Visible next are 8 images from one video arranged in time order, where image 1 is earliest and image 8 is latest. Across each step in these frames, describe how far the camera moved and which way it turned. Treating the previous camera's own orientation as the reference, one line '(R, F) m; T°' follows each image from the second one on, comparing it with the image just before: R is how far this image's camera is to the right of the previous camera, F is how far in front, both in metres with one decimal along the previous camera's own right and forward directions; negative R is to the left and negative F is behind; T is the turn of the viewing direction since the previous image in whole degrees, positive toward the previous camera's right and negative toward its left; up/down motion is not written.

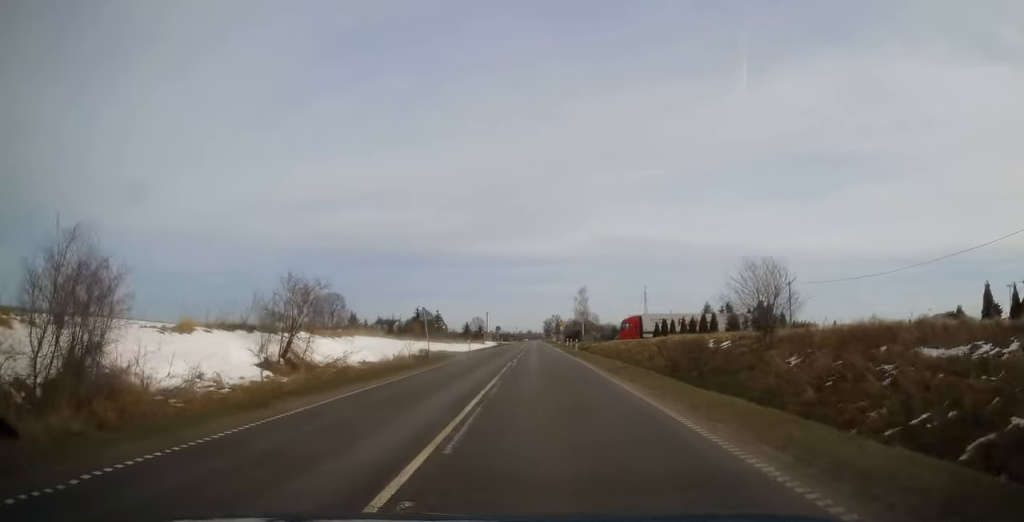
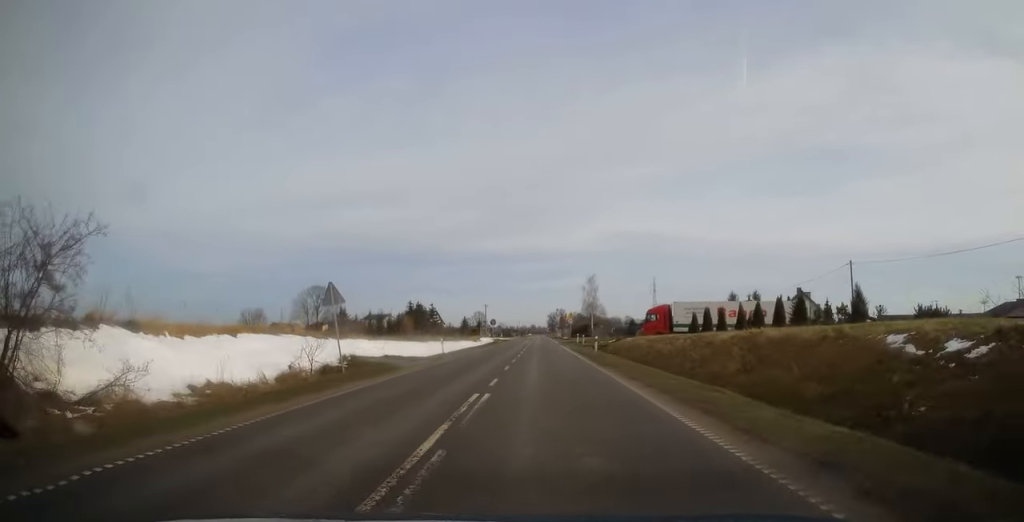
(+0.2, +15.7) m; 0°
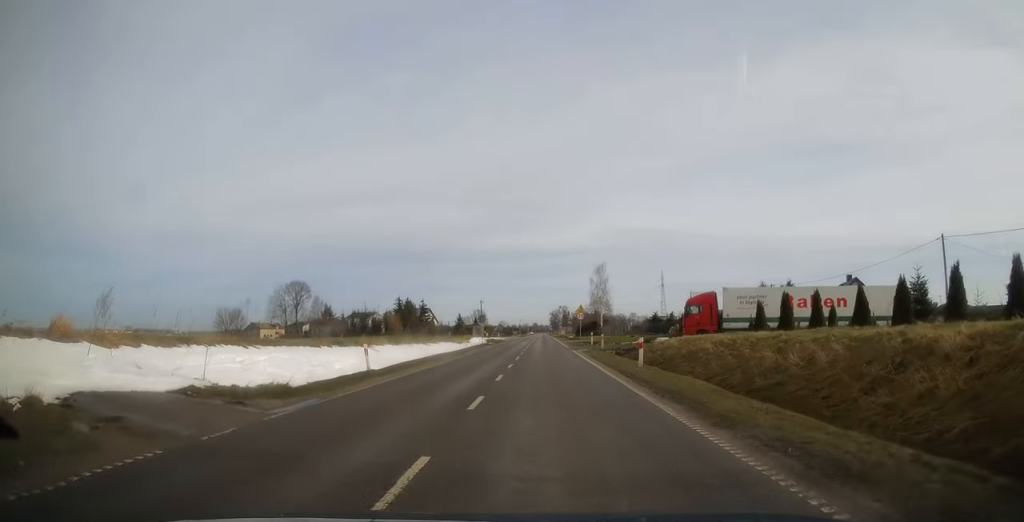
(-0.1, +16.3) m; 0°
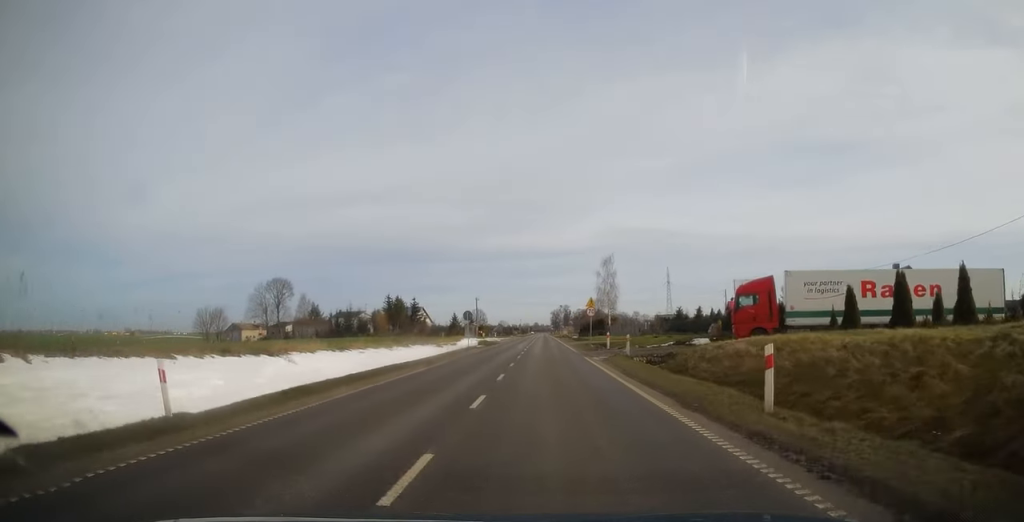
(-0.2, +11.9) m; 0°
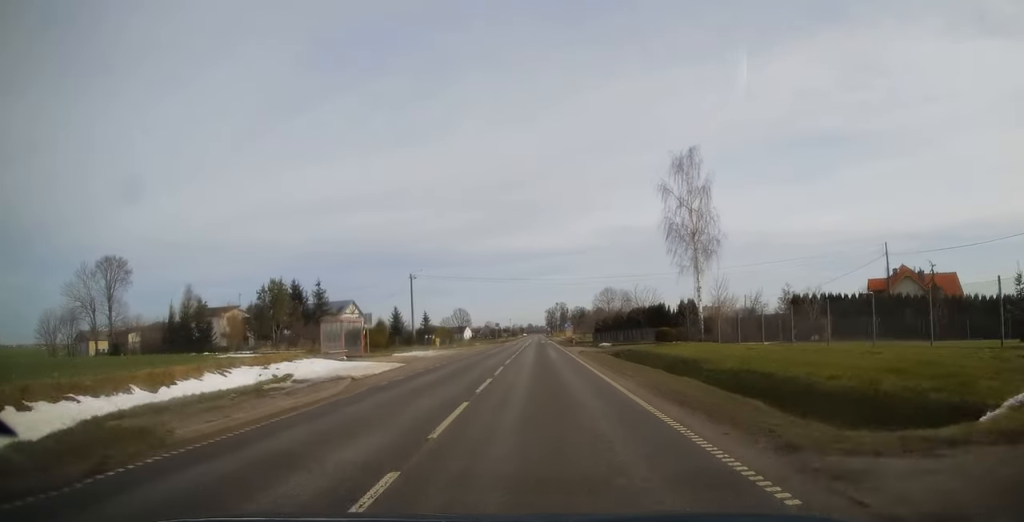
(+0.2, +59.8) m; +1°
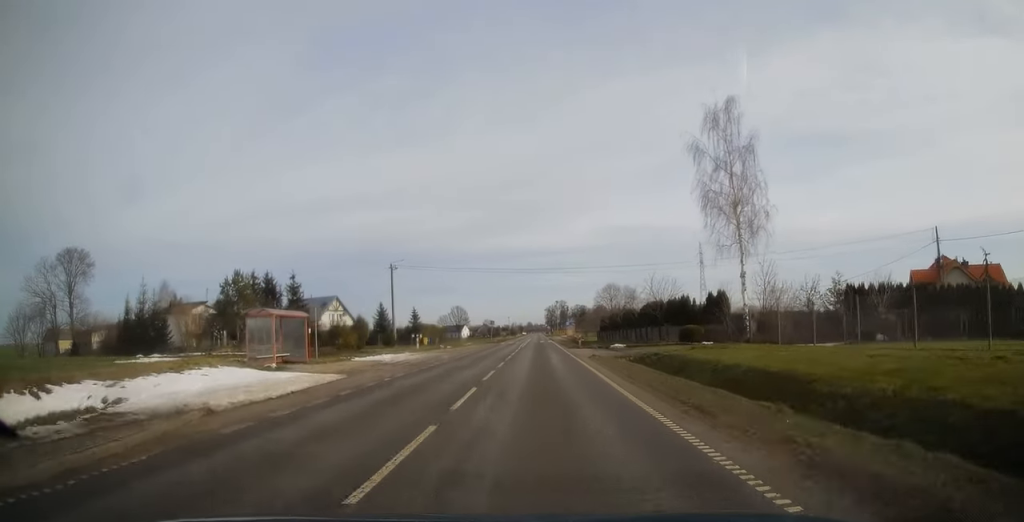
(0.0, +9.0) m; 0°
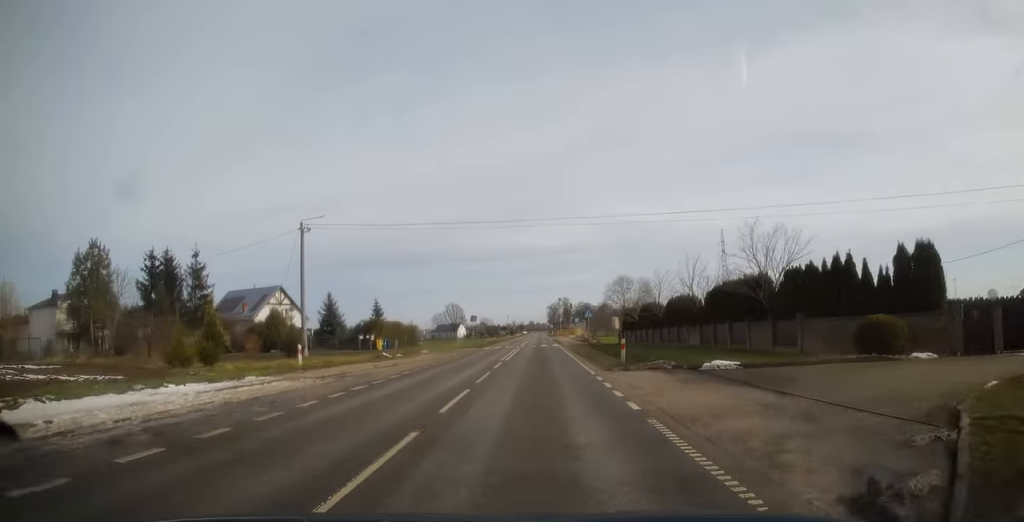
(-0.2, +23.9) m; -1°
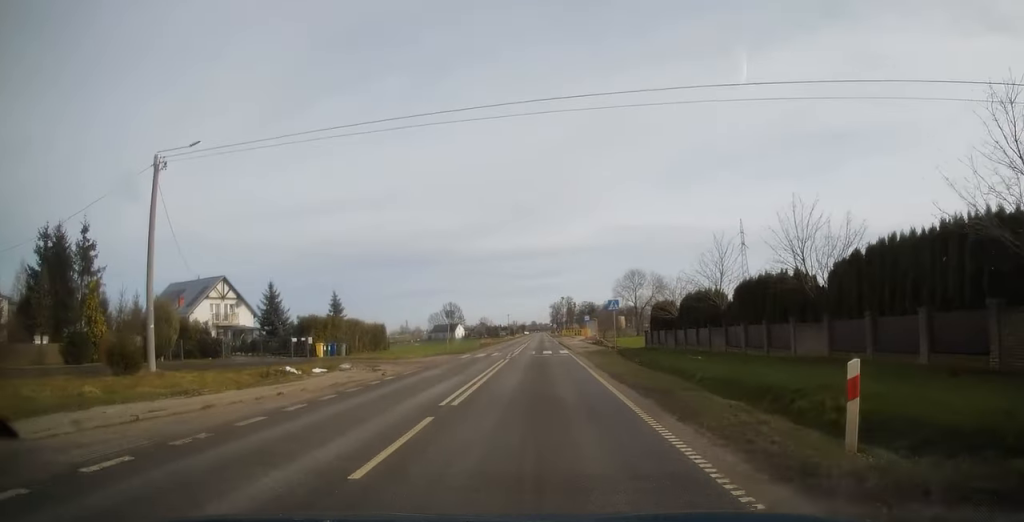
(-0.1, +16.3) m; 0°
